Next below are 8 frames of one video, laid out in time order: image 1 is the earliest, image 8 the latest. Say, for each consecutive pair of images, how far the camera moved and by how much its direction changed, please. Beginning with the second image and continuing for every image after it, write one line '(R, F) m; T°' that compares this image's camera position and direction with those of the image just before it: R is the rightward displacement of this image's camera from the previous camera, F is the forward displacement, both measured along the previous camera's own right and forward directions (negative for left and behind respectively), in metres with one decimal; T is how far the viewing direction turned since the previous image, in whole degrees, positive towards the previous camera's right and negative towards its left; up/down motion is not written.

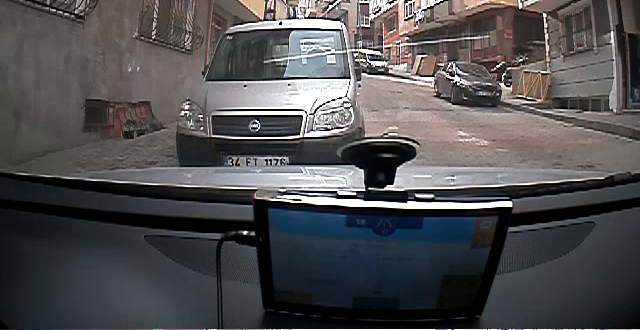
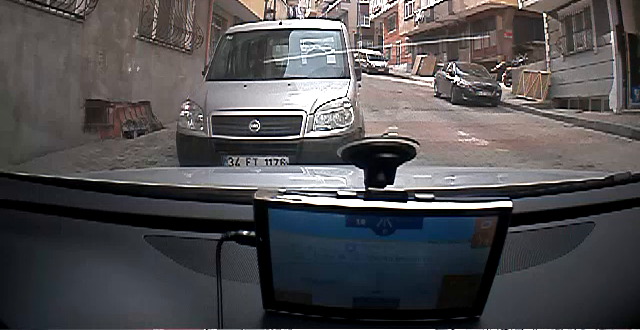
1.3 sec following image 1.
(0.0, +0.1) m; 0°
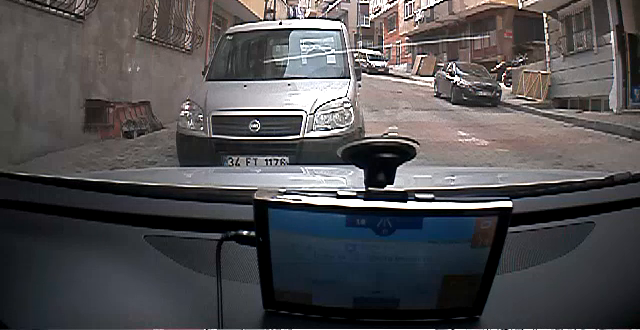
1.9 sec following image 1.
(0.0, 0.0) m; 0°
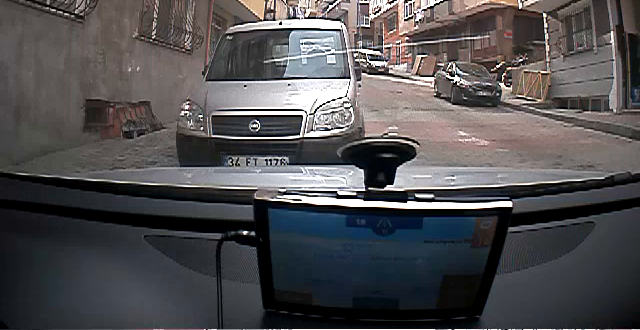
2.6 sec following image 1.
(0.0, 0.0) m; 0°
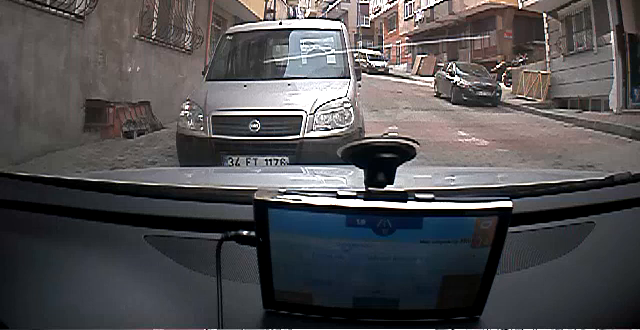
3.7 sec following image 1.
(0.0, 0.0) m; 0°
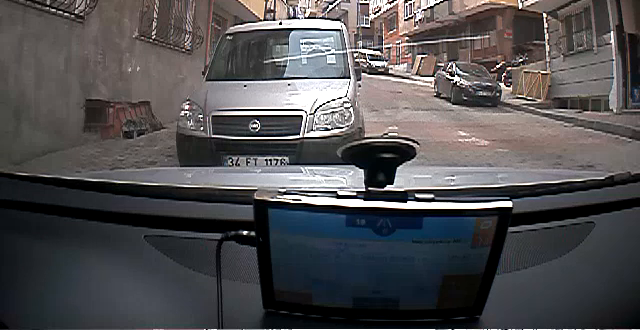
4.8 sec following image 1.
(0.0, 0.0) m; 0°
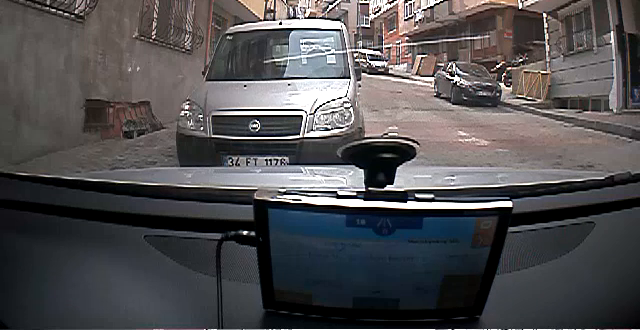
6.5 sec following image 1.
(0.0, 0.0) m; 0°
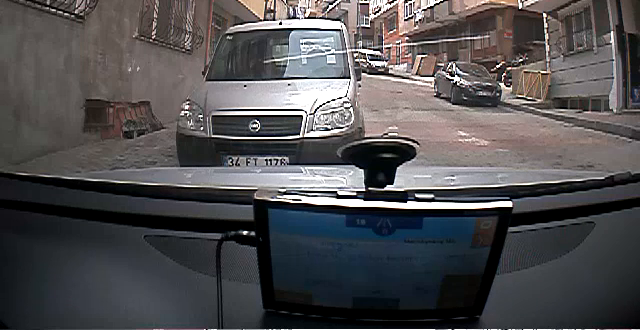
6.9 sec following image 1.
(0.0, 0.0) m; 0°
